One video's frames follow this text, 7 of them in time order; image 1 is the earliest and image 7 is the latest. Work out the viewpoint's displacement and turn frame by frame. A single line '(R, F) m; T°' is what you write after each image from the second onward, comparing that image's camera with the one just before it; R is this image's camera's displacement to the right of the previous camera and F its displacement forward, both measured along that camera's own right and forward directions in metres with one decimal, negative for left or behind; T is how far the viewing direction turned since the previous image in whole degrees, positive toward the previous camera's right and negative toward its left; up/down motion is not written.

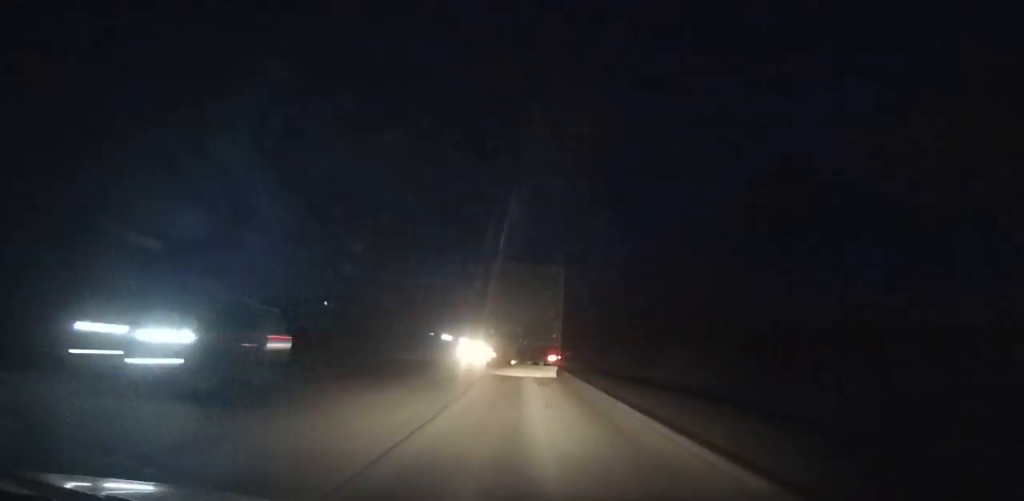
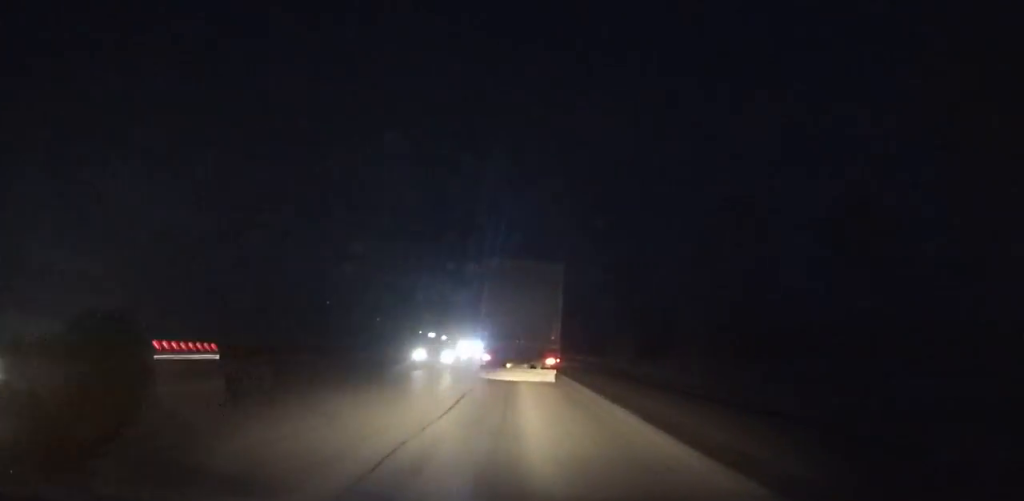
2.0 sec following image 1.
(-0.1, +36.8) m; -1°
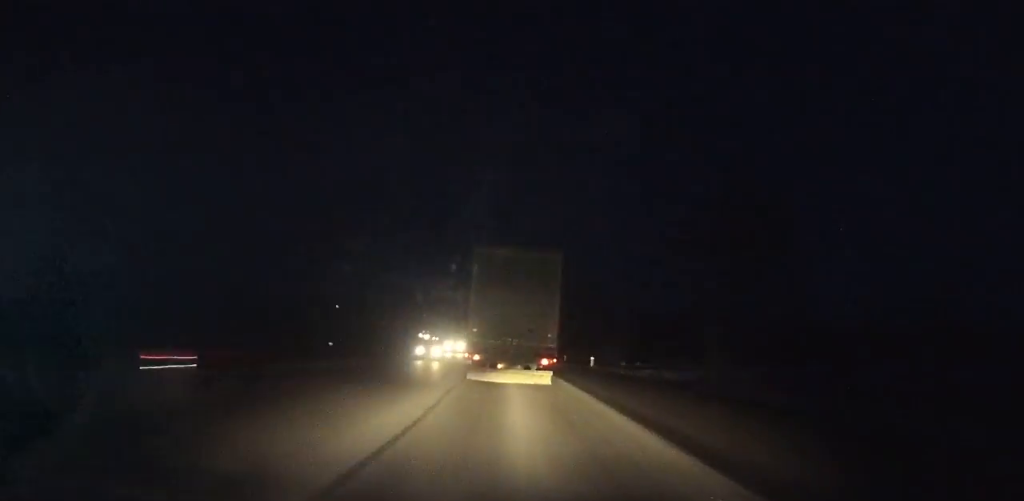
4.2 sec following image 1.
(-0.1, +40.7) m; -2°
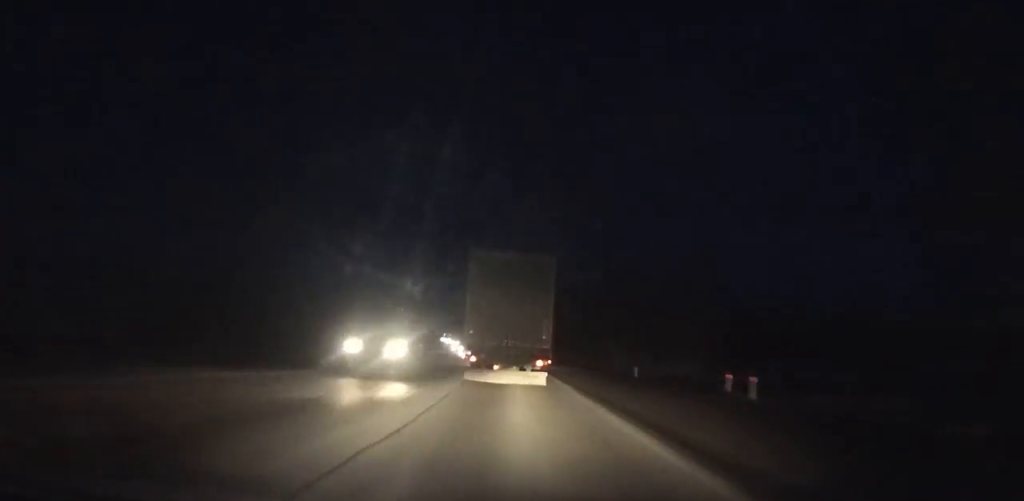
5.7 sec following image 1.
(-0.6, +27.7) m; -2°
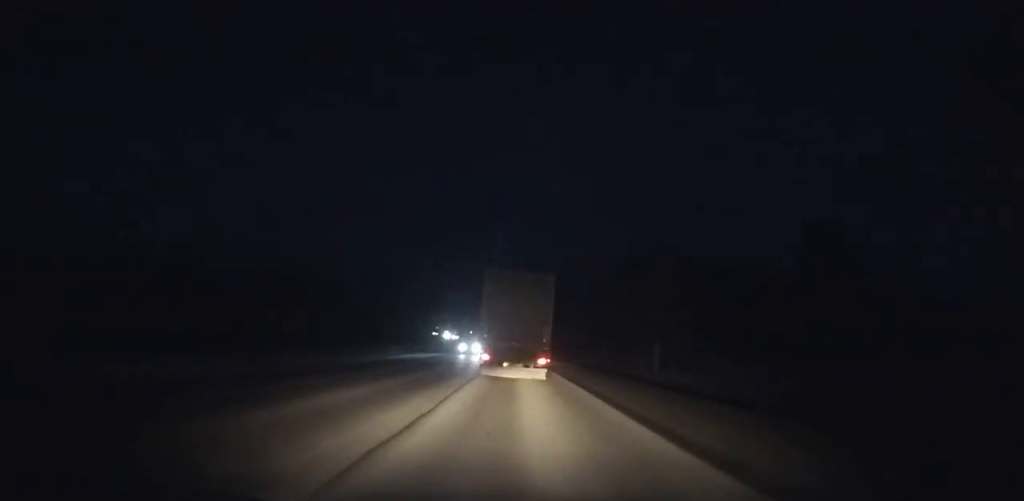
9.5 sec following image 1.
(-3.0, +69.8) m; -4°
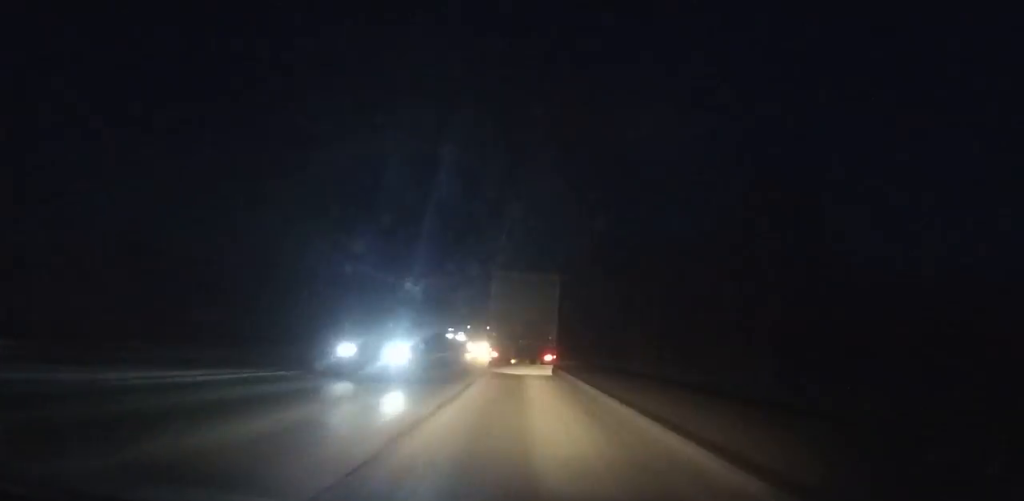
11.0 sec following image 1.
(-0.3, +27.4) m; -1°
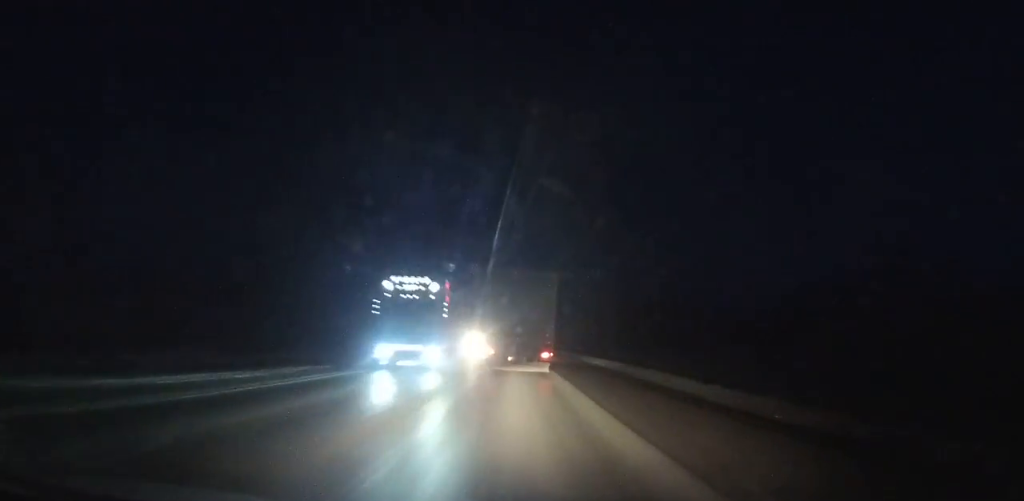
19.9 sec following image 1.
(-5.0, +157.9) m; -4°
